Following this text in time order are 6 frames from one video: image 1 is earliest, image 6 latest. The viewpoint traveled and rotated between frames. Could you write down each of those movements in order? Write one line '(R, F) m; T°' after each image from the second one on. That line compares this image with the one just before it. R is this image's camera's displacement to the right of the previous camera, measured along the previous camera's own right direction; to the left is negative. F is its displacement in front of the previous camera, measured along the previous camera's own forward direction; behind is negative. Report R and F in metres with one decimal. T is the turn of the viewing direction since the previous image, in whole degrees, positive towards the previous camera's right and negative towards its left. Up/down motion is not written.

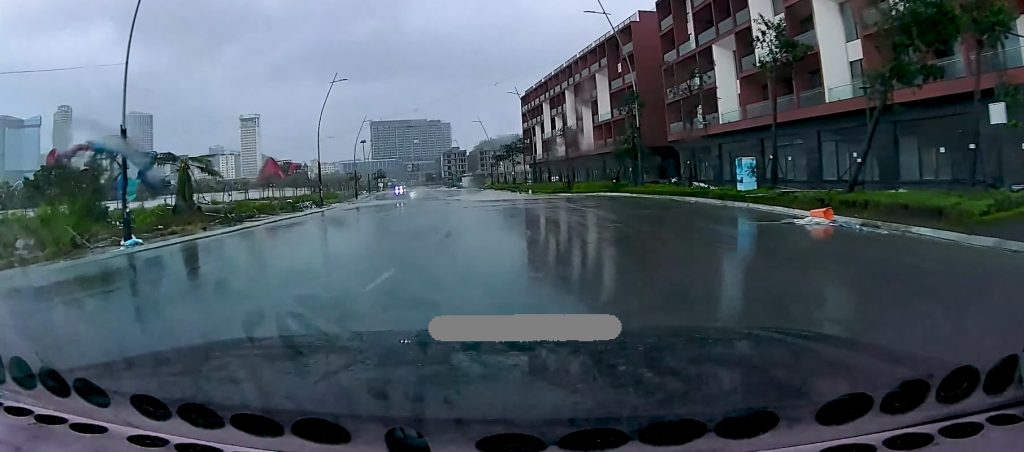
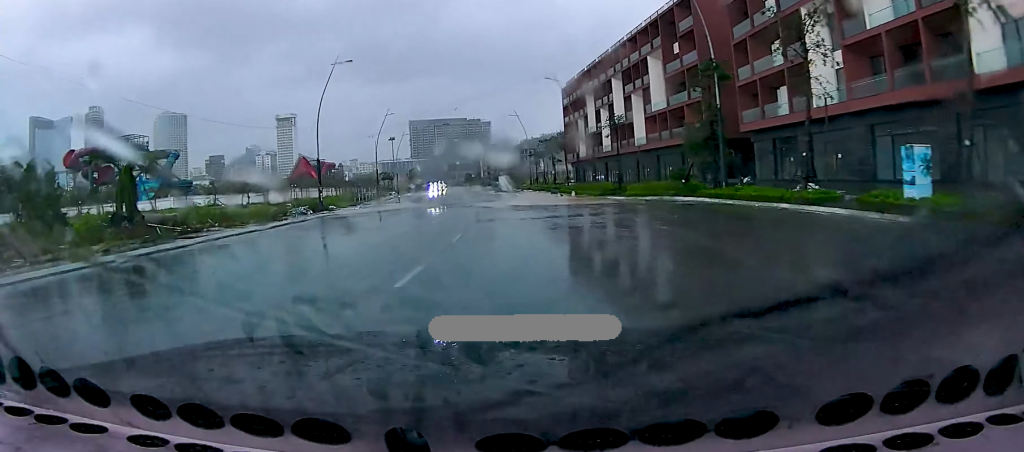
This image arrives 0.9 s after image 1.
(-0.1, +11.1) m; -3°
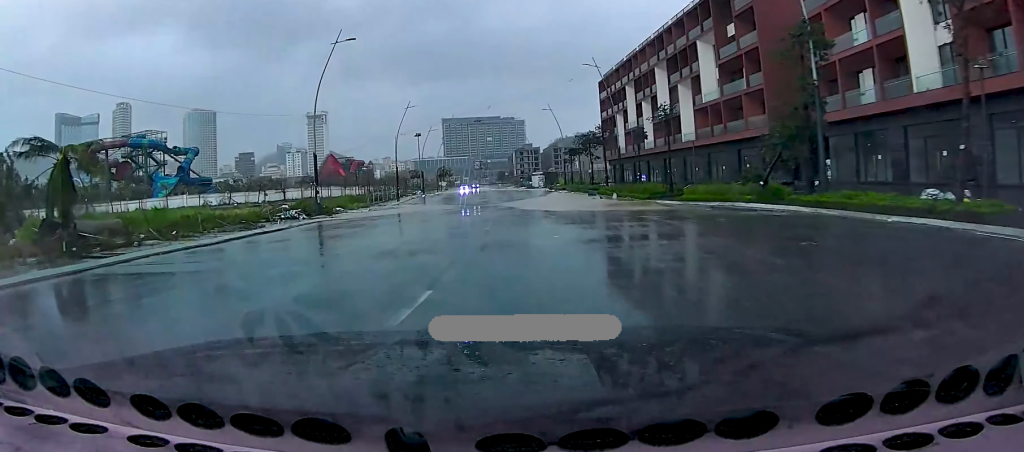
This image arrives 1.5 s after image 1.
(-0.4, +8.2) m; -2°
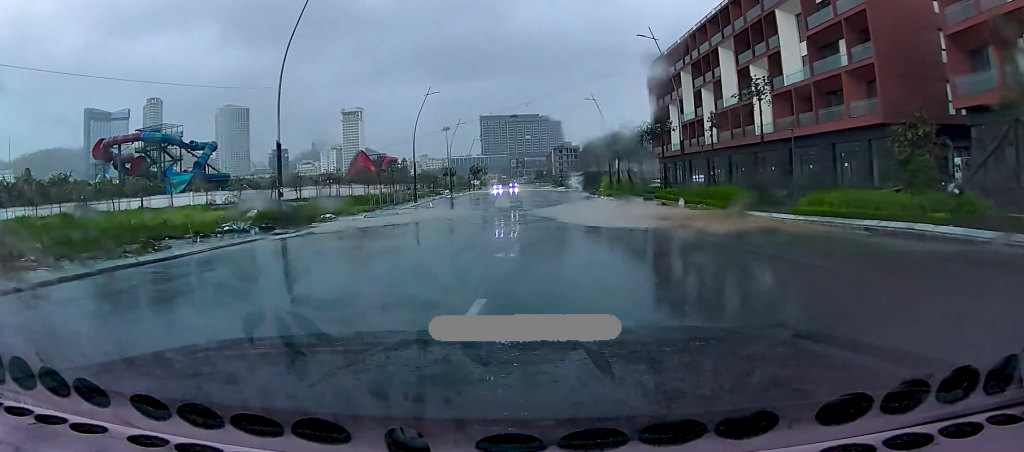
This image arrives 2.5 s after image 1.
(-0.2, +12.6) m; -4°
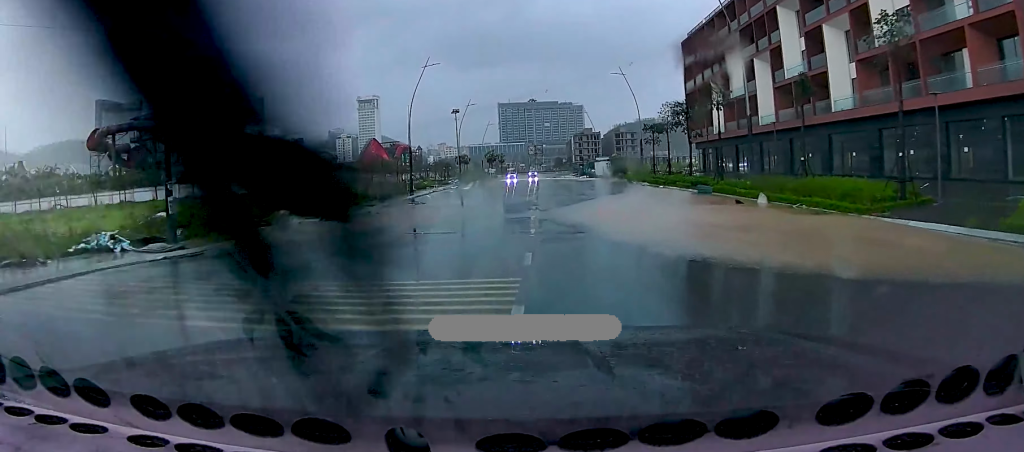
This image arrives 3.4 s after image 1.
(-0.6, +12.5) m; -4°
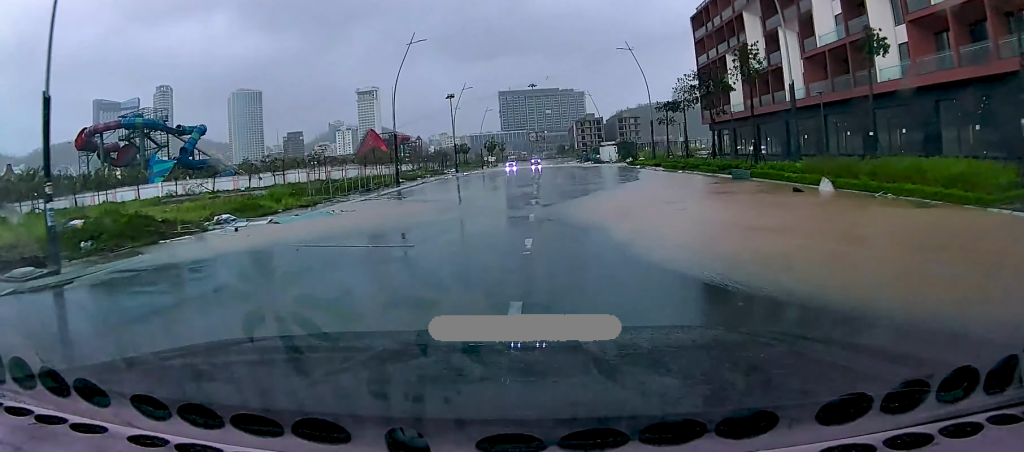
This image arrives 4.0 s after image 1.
(-0.1, +6.9) m; -1°
